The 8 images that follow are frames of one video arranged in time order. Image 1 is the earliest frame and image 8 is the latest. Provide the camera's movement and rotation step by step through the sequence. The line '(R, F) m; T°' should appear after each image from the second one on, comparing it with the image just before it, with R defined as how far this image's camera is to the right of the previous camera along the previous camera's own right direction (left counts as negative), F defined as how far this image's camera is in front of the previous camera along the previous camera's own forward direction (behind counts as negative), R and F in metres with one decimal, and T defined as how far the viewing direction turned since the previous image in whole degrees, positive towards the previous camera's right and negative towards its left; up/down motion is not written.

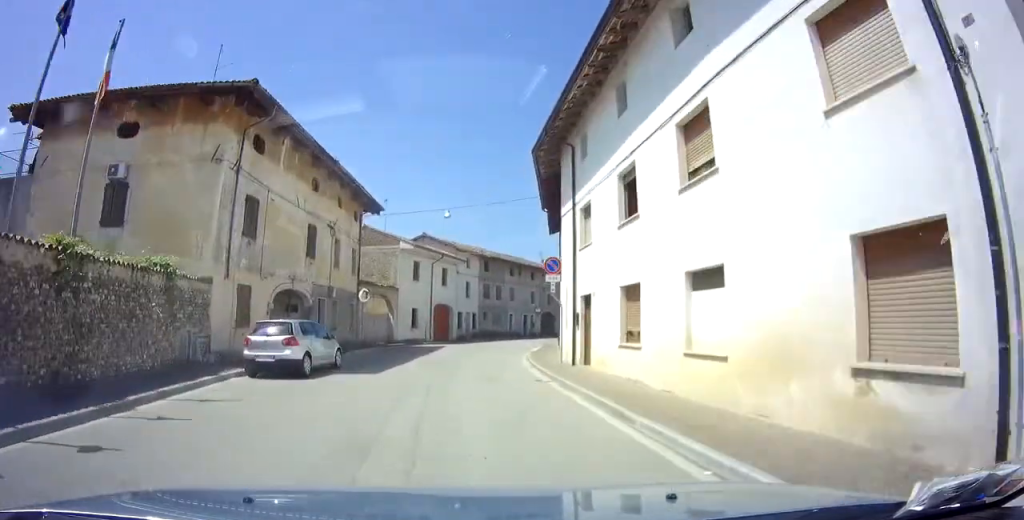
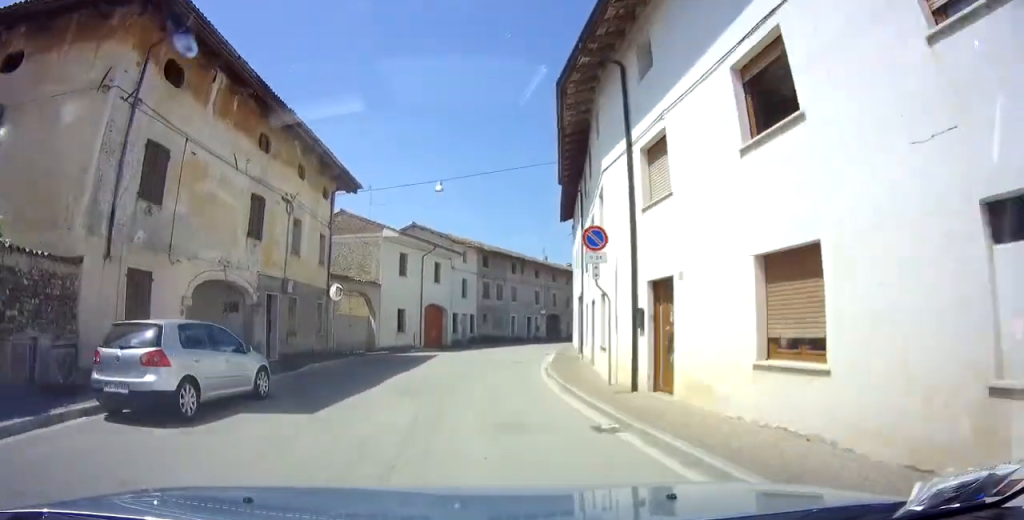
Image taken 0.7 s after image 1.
(0.0, +6.0) m; -2°
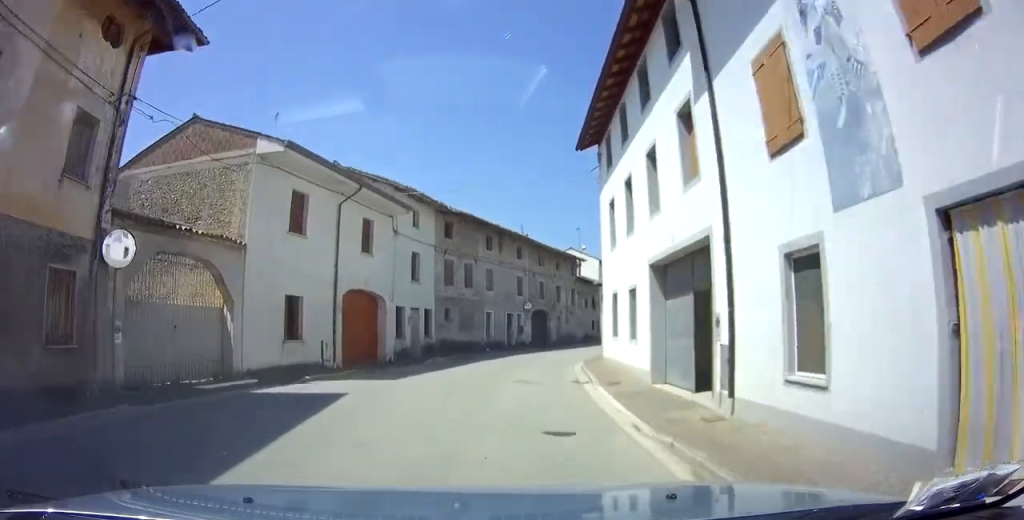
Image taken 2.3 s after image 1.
(+0.4, +14.7) m; +8°
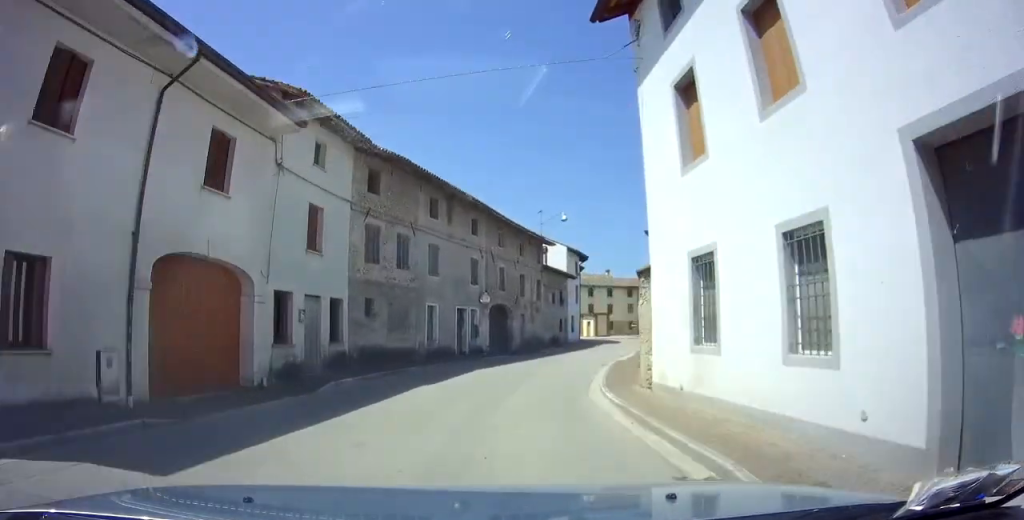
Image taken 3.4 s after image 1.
(+0.7, +9.7) m; +4°
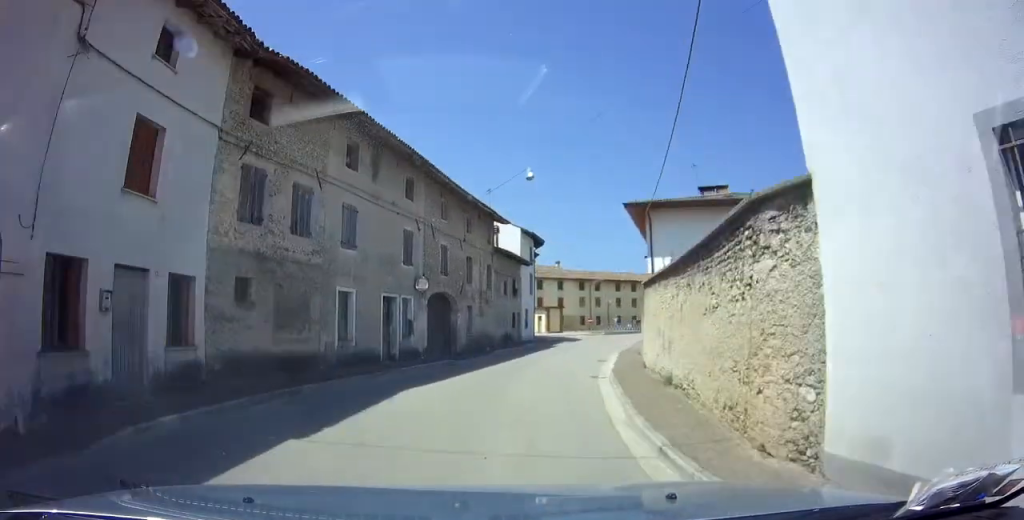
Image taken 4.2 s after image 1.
(0.0, +6.5) m; +2°
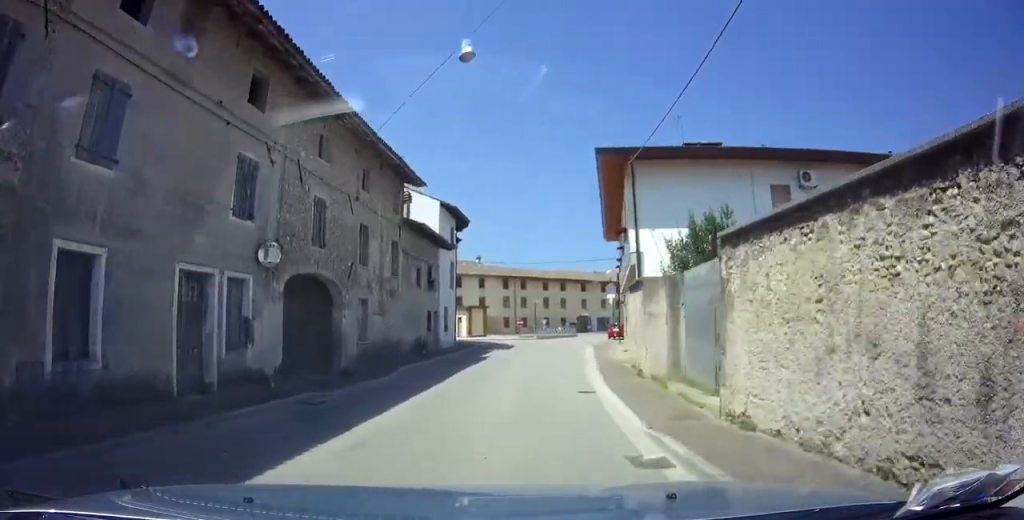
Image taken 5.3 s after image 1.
(+0.5, +8.4) m; +9°
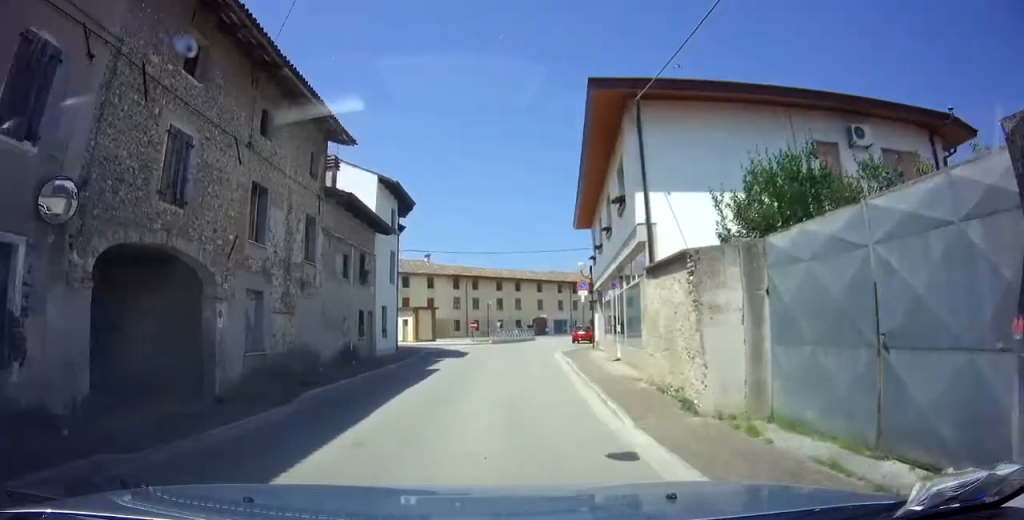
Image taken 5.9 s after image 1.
(+0.2, +5.0) m; +7°
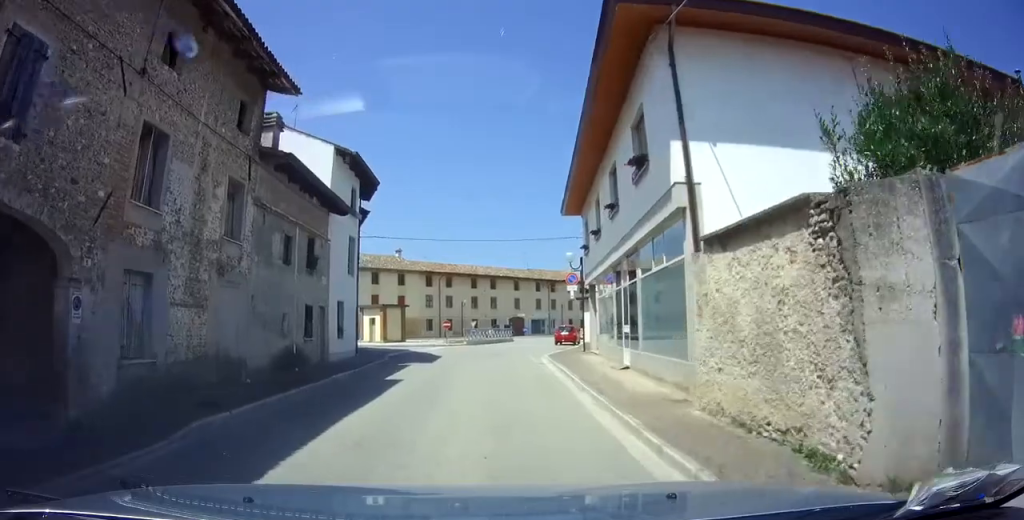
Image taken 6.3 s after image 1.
(+0.2, +3.7) m; +2°
